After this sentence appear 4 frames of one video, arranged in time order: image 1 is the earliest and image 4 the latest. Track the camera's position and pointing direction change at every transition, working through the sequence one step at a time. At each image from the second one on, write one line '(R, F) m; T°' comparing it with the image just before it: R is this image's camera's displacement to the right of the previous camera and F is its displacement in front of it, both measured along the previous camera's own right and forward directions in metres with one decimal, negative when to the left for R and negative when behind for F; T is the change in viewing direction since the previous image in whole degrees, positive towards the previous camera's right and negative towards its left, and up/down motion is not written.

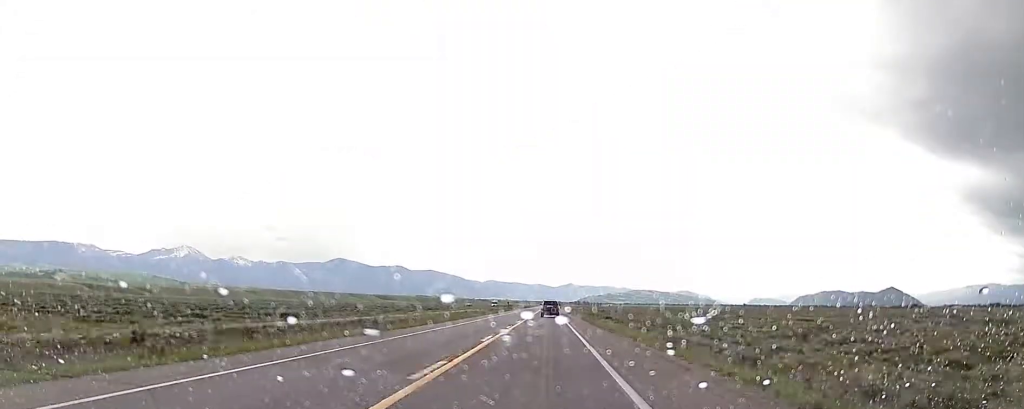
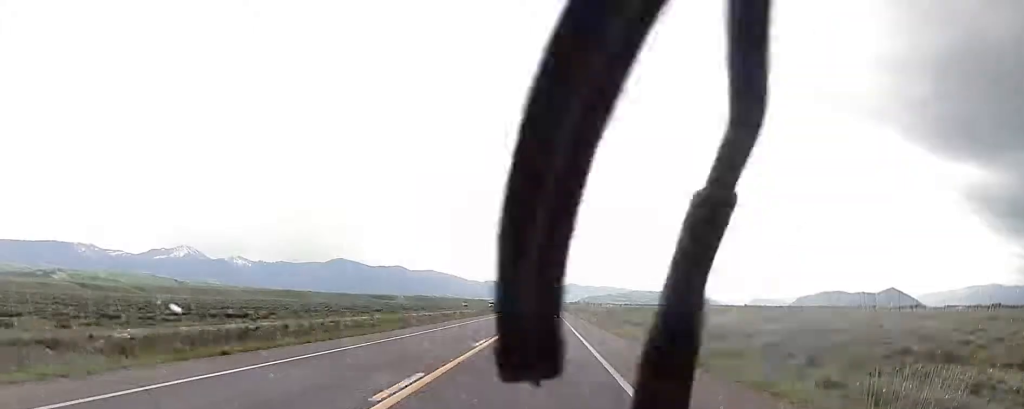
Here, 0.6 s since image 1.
(0.0, +15.0) m; 0°
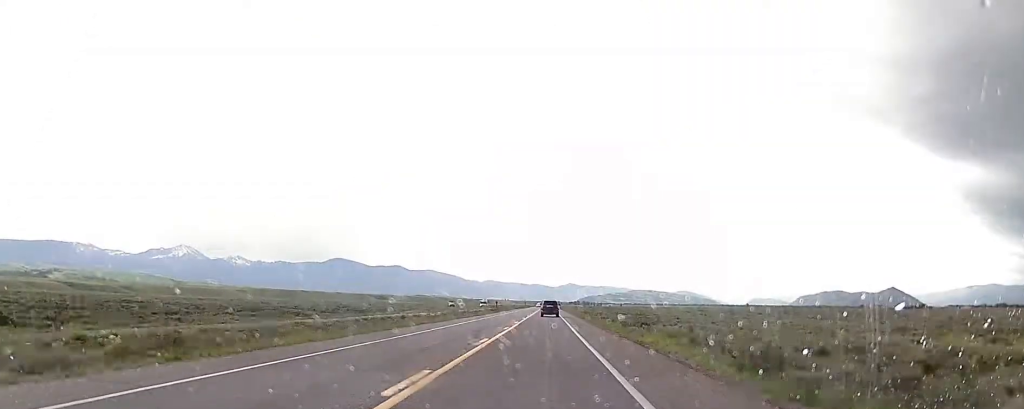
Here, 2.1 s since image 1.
(-0.3, +36.3) m; -1°
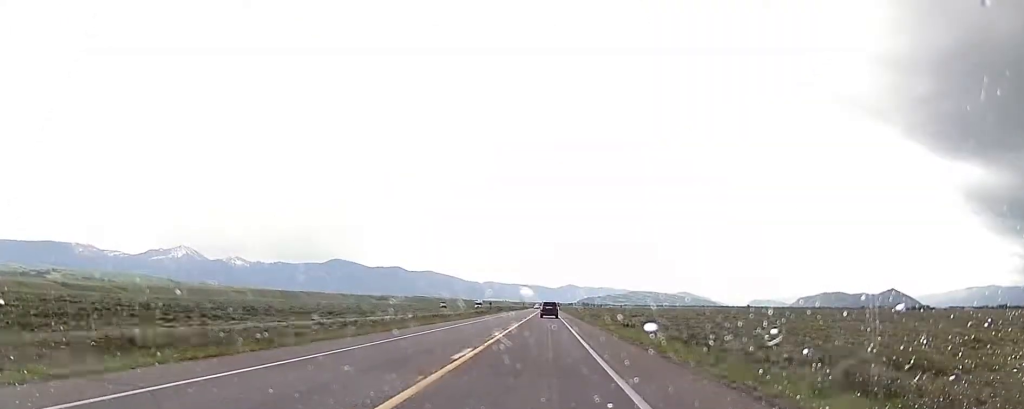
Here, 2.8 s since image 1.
(-0.2, +17.2) m; 0°
